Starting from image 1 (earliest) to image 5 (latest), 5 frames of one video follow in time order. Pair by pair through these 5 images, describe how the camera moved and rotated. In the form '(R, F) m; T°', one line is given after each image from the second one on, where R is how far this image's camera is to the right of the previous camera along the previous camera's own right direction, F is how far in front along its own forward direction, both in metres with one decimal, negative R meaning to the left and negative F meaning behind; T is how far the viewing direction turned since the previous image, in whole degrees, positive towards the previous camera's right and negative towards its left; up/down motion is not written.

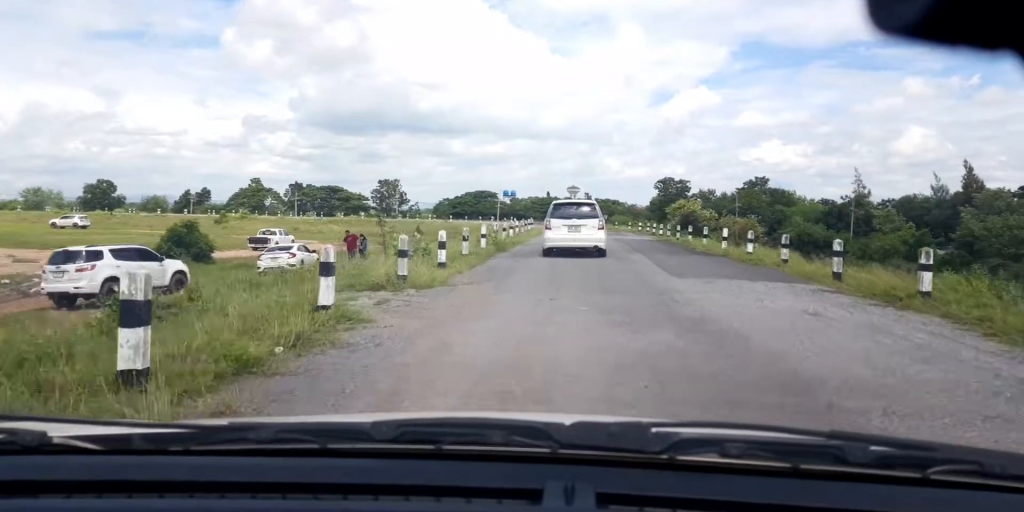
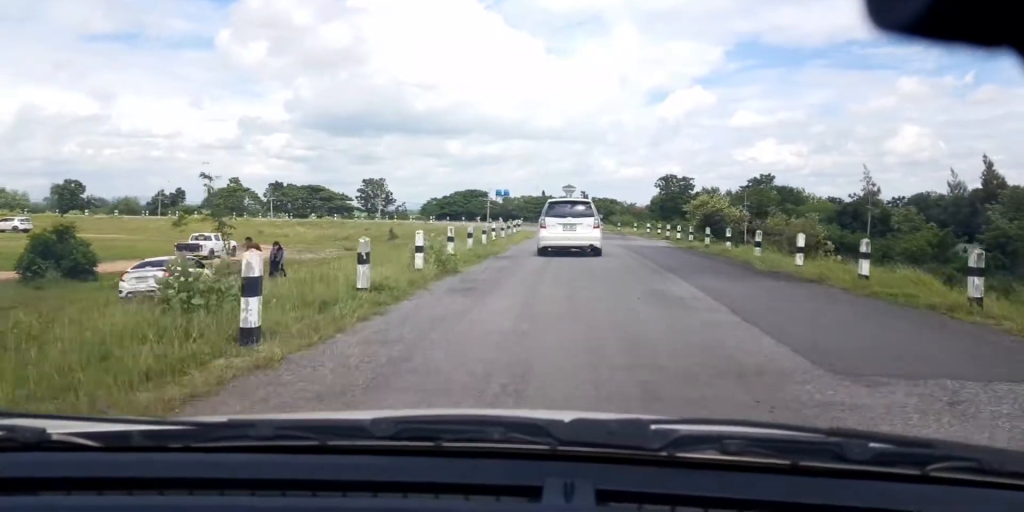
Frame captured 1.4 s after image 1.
(0.0, +10.2) m; 0°
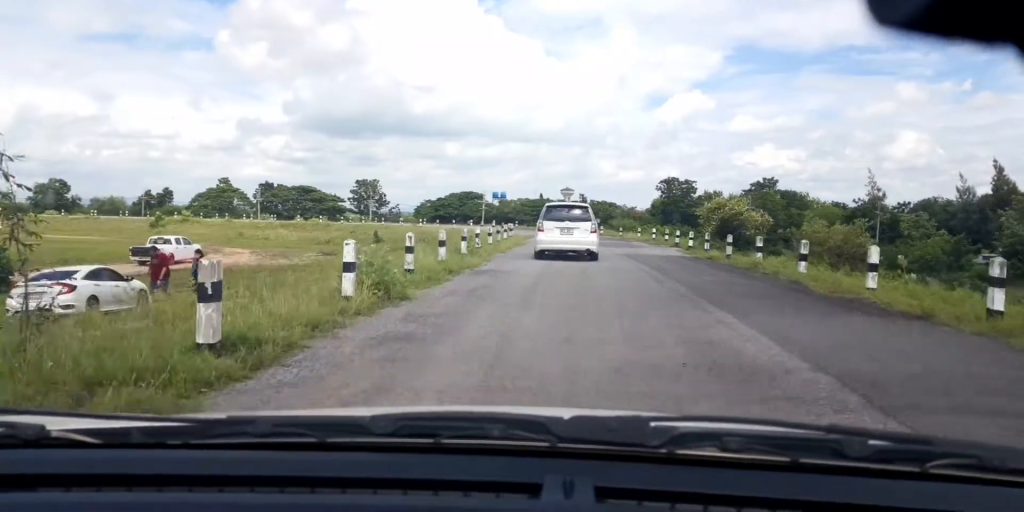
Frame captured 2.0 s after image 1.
(0.0, +4.8) m; 0°
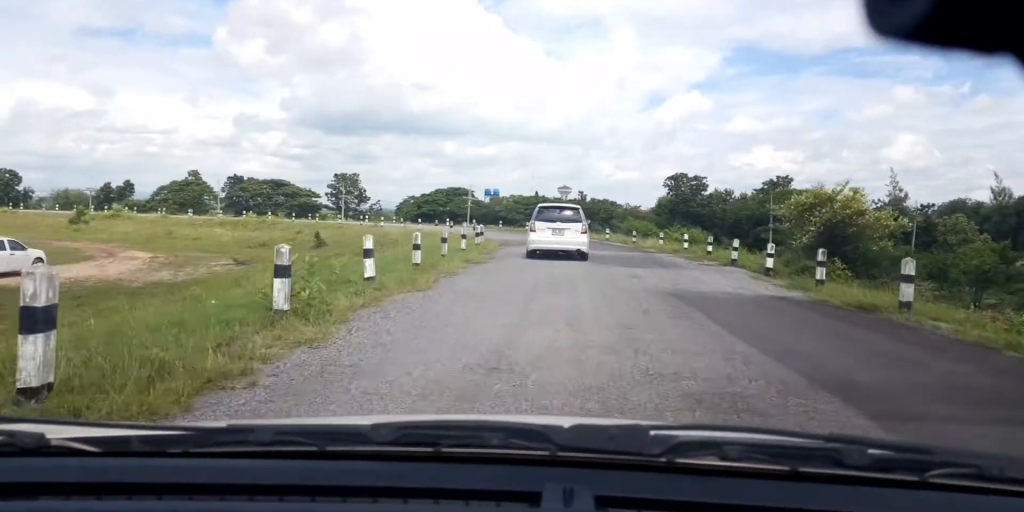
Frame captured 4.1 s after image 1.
(0.0, +14.2) m; 0°
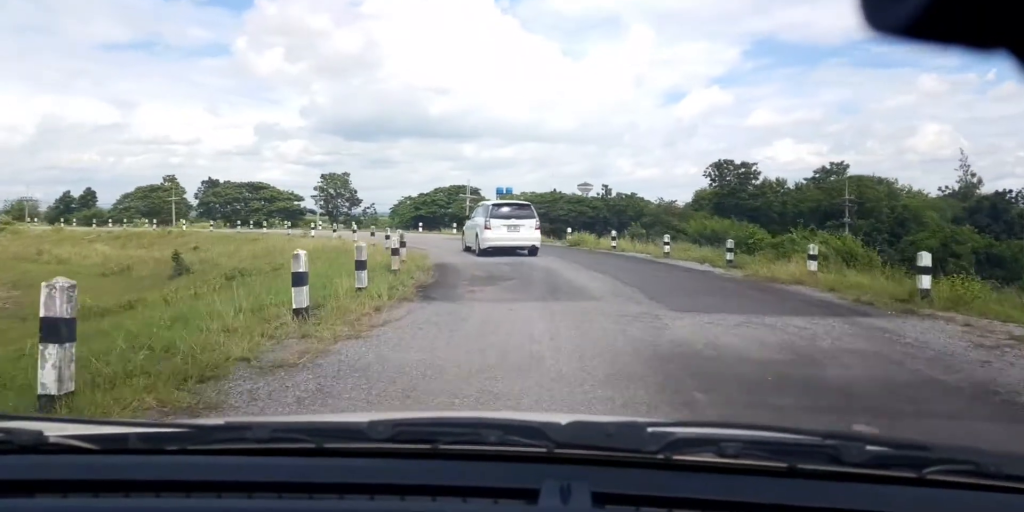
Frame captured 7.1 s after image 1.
(0.0, +19.8) m; 0°
